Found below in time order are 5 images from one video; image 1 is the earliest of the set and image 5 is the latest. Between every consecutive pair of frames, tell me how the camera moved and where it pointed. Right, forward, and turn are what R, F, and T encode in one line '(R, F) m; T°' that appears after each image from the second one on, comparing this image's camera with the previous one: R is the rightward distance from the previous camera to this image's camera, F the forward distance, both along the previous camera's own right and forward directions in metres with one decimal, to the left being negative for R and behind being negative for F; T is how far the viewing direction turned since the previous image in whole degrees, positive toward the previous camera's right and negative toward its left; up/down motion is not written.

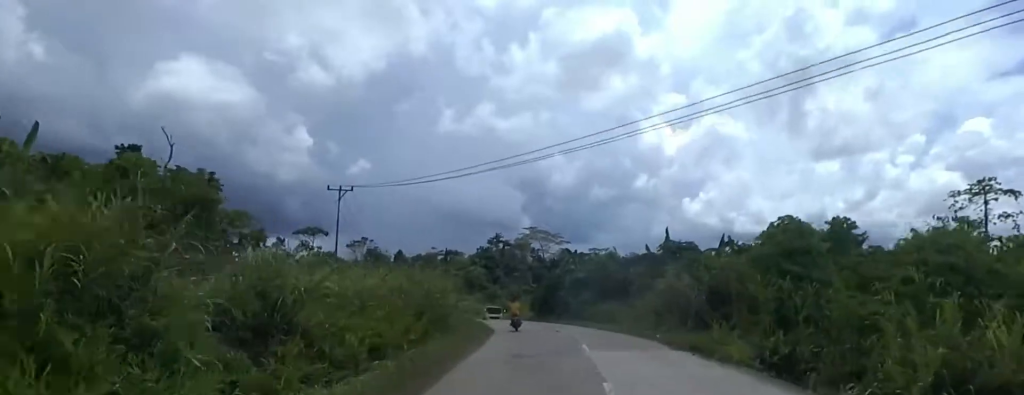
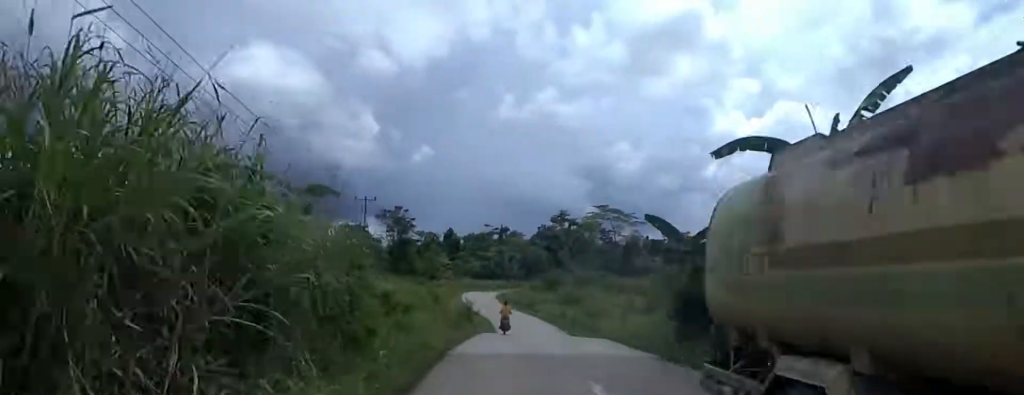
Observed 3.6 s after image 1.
(+0.9, +40.6) m; -1°
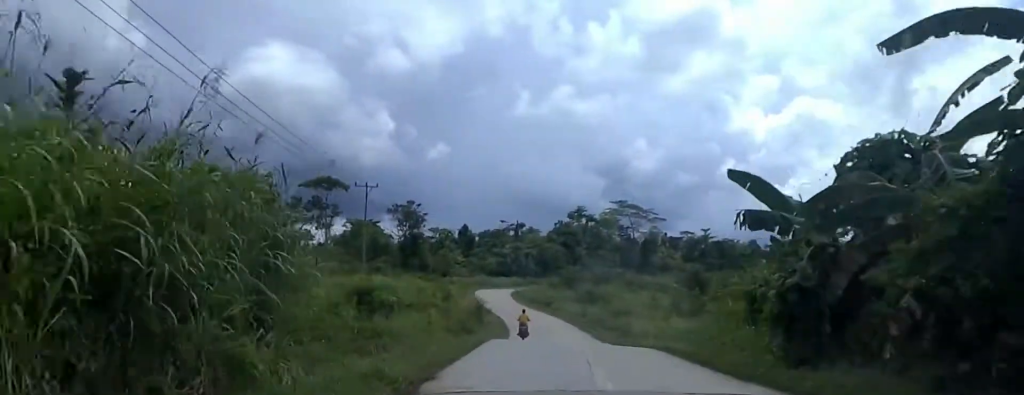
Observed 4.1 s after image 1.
(-0.2, +5.8) m; -2°
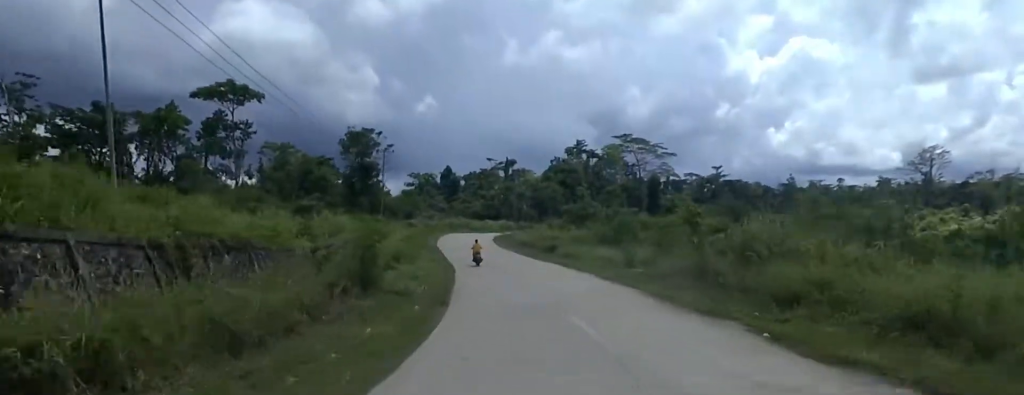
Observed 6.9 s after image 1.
(-2.0, +31.2) m; -4°
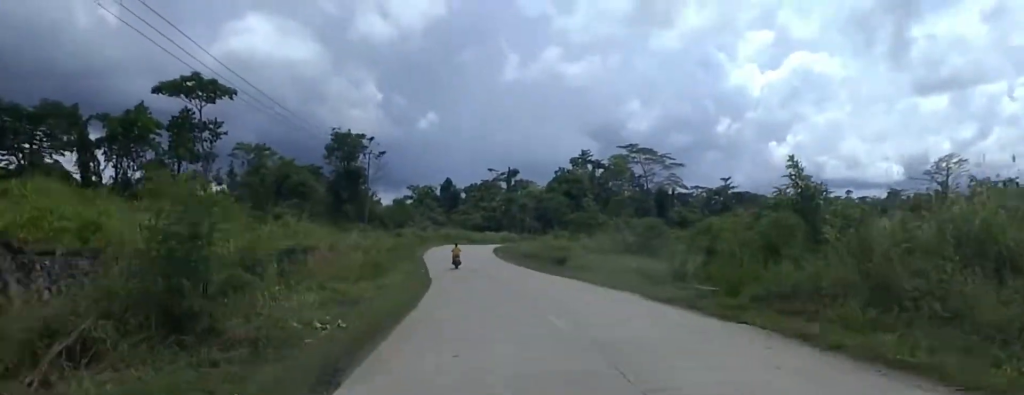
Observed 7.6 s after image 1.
(+0.1, +8.9) m; -2°
